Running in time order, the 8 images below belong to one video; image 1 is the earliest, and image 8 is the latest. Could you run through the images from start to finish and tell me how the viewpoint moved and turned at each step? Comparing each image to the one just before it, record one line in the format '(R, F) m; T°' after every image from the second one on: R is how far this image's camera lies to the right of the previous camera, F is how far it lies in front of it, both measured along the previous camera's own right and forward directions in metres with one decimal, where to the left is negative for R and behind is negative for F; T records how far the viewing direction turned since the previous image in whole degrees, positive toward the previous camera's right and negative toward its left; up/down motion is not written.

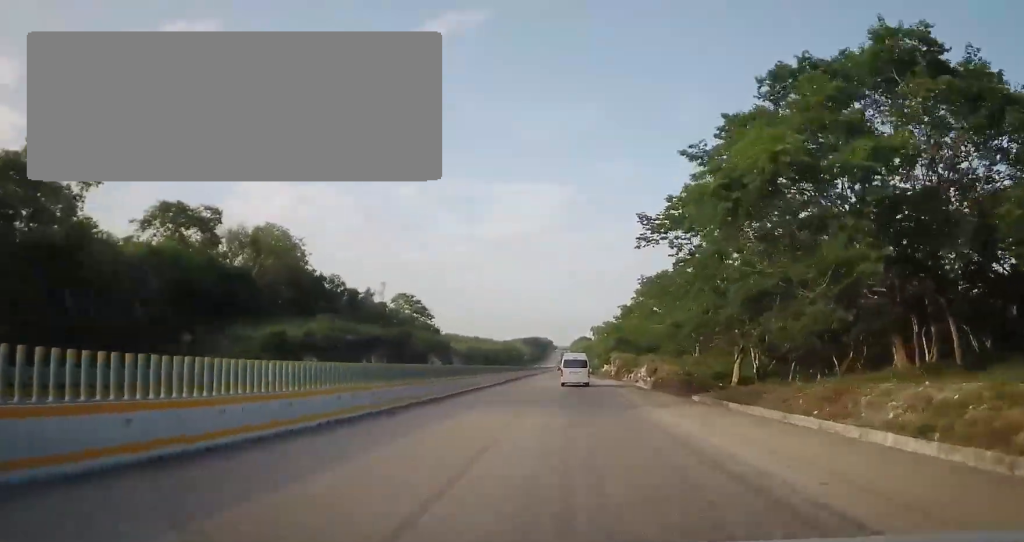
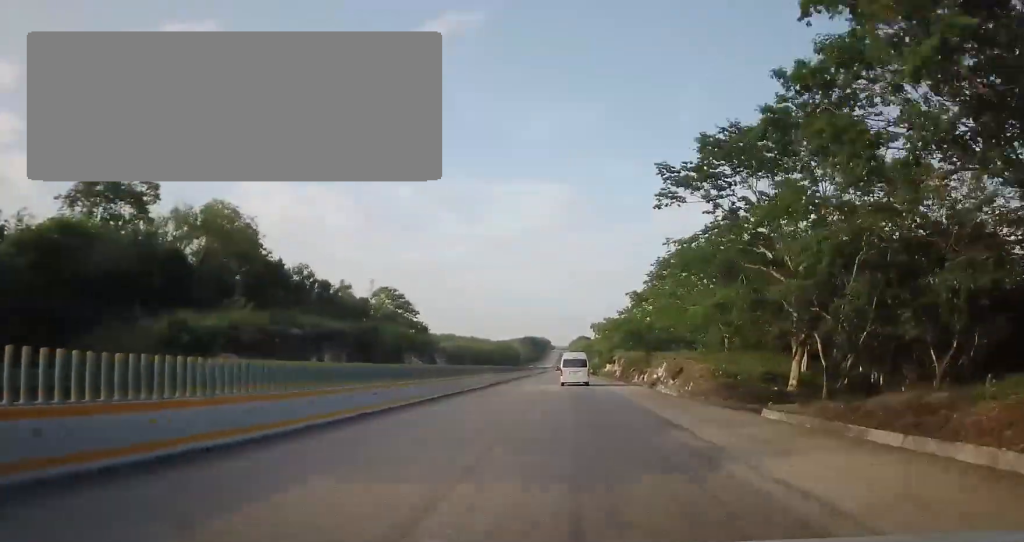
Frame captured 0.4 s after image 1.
(0.0, +11.7) m; 0°
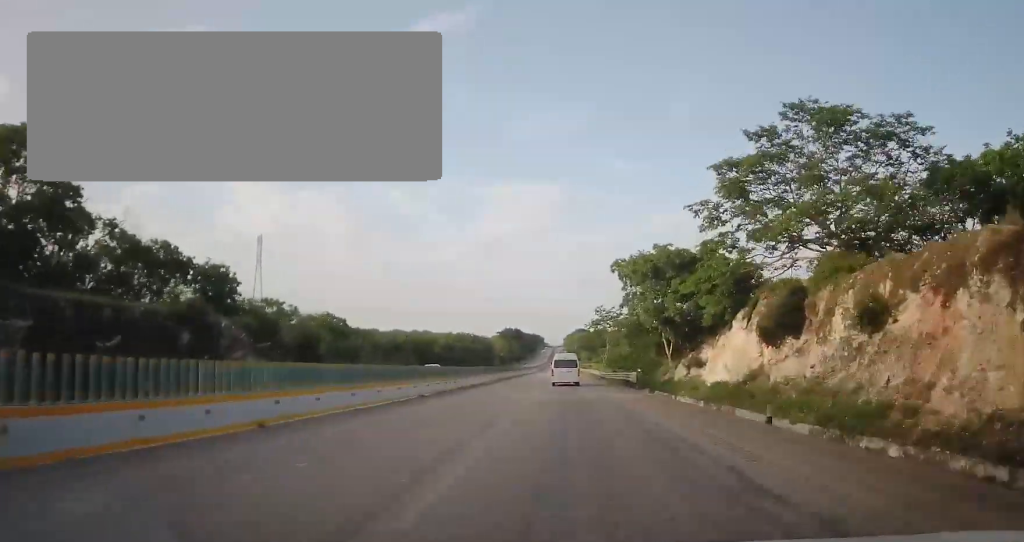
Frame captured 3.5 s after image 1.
(+0.9, +85.6) m; +1°
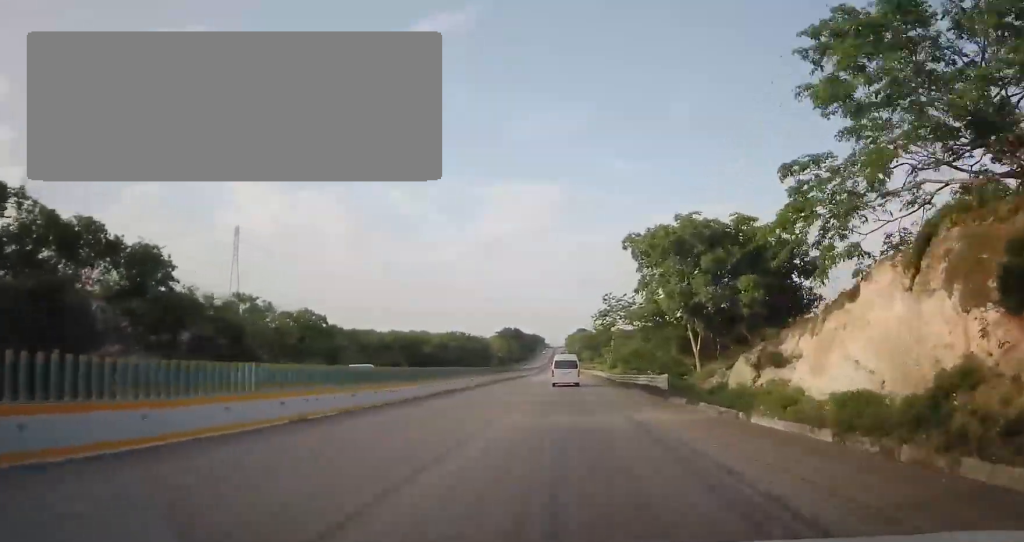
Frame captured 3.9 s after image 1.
(-0.2, +12.3) m; 0°
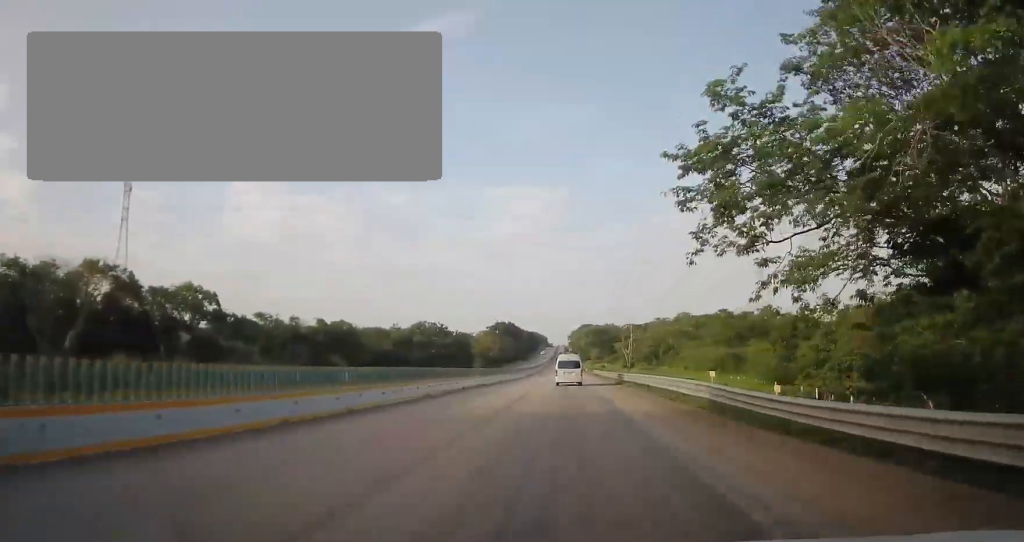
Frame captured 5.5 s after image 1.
(+0.2, +41.4) m; +1°
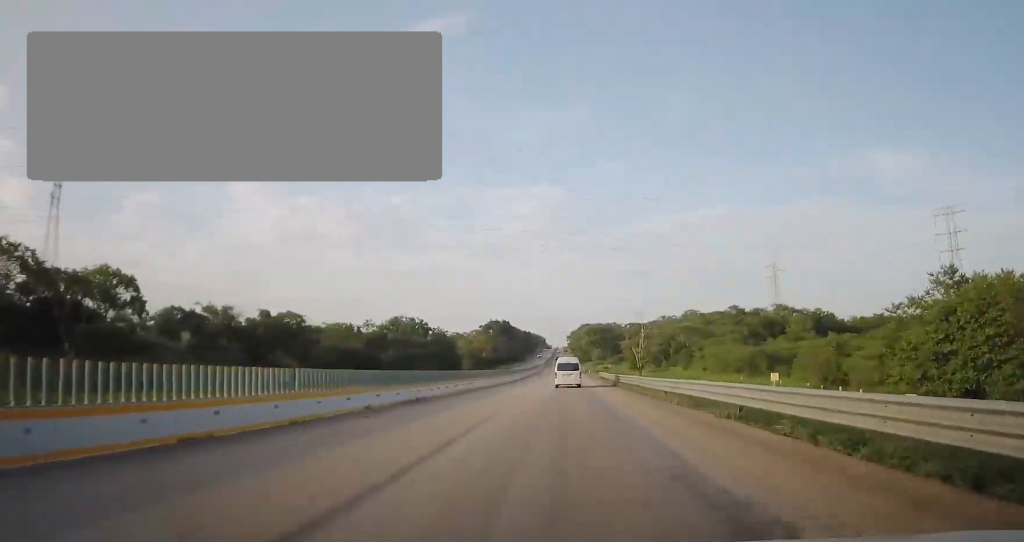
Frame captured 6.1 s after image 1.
(0.0, +17.9) m; 0°
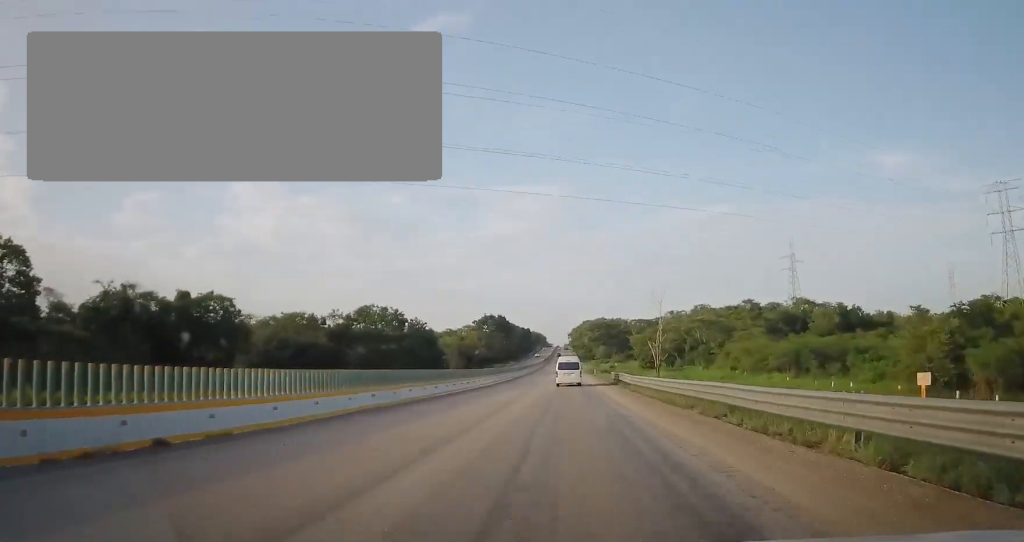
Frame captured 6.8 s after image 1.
(0.0, +18.0) m; 0°
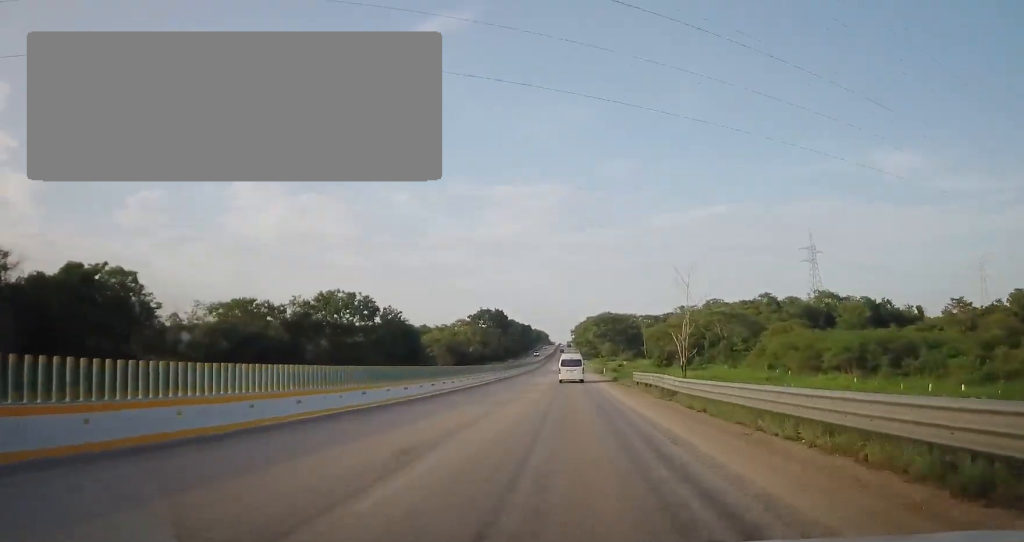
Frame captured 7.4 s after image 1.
(0.0, +16.3) m; 0°
